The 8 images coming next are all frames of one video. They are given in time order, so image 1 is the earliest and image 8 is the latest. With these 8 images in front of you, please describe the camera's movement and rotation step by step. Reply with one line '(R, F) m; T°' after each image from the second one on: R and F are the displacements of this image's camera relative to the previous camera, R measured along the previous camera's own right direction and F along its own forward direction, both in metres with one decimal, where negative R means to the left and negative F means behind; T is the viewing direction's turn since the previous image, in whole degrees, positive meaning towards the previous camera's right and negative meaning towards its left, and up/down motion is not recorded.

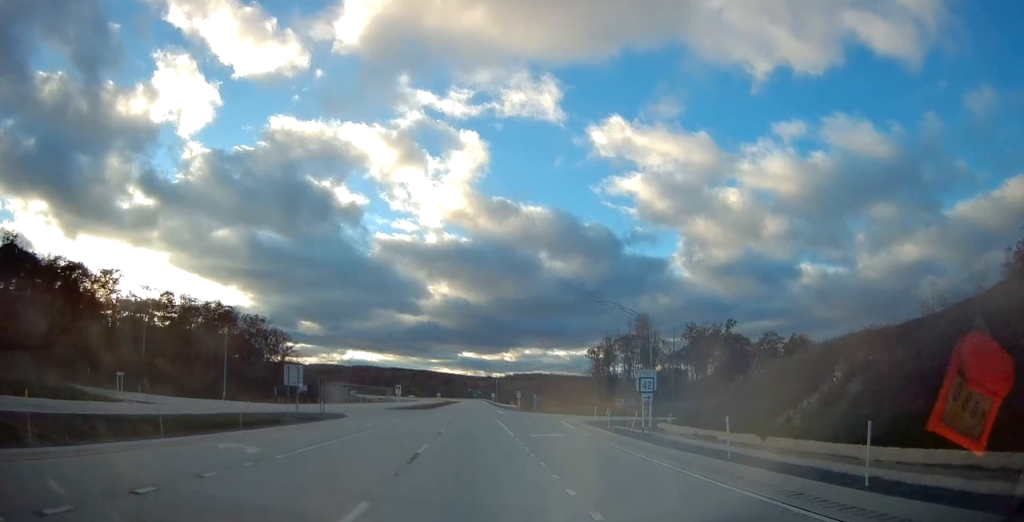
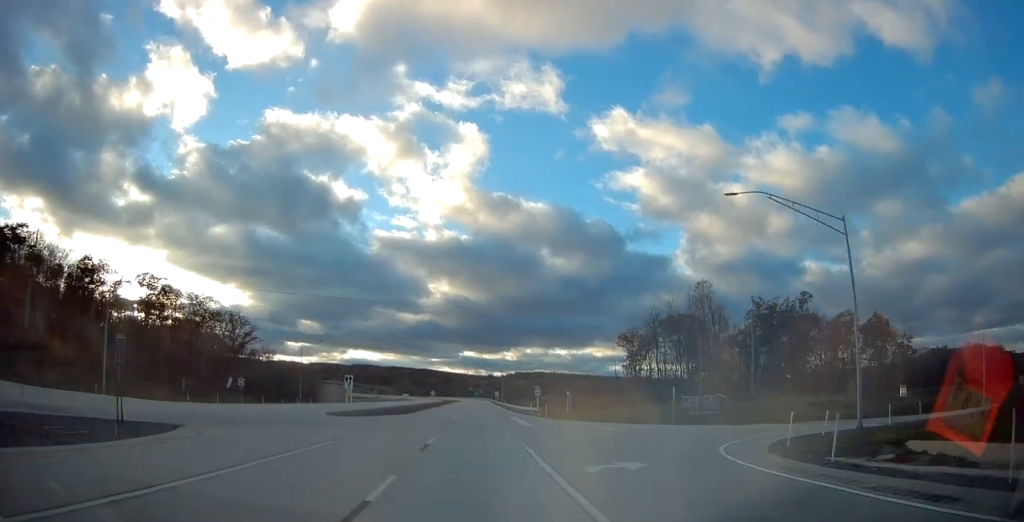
(0.0, +33.2) m; 0°
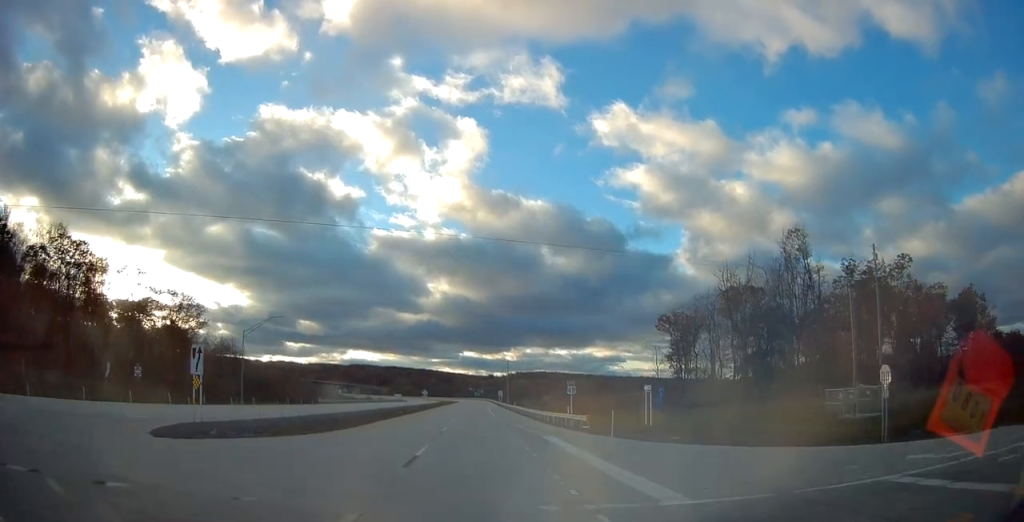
(-0.1, +28.3) m; 0°
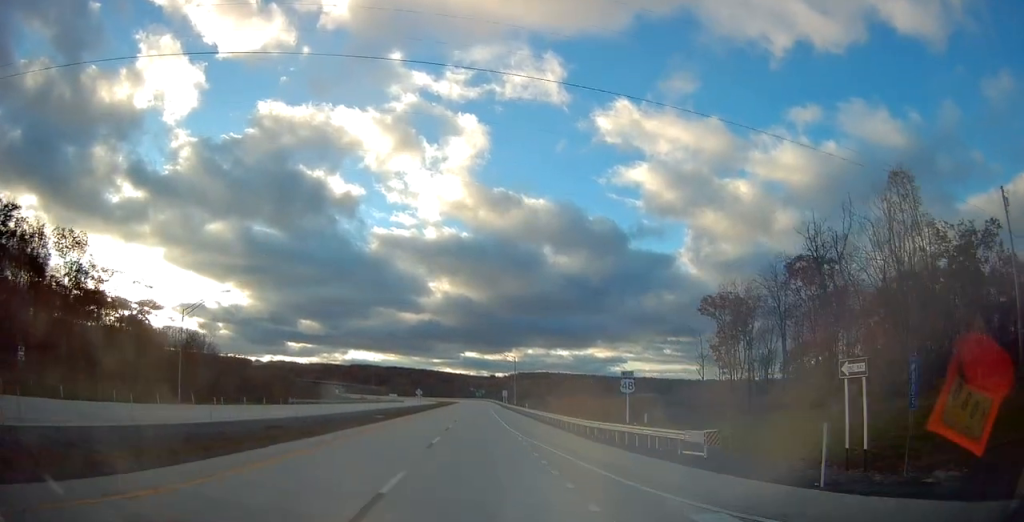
(0.0, +18.9) m; 0°
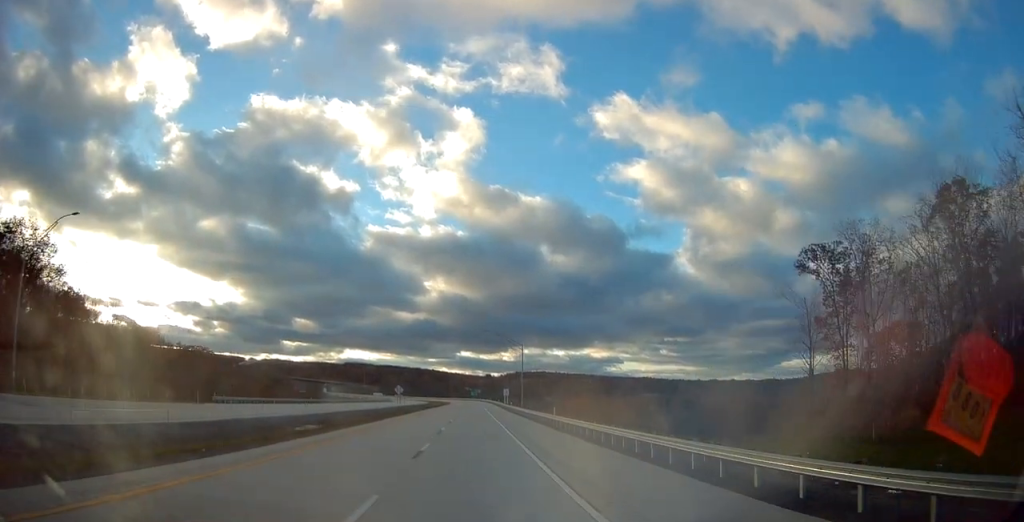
(0.0, +27.4) m; 0°
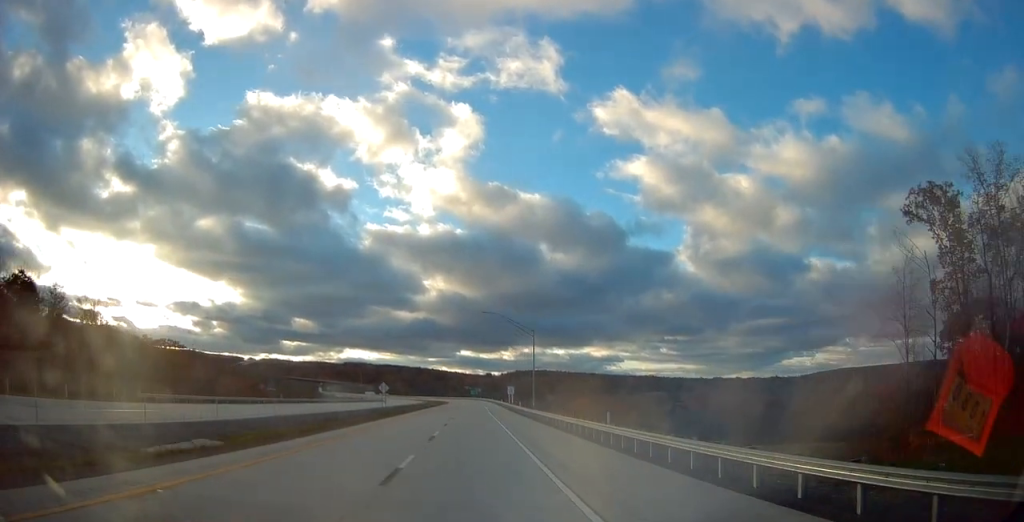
(+0.1, +17.1) m; 0°
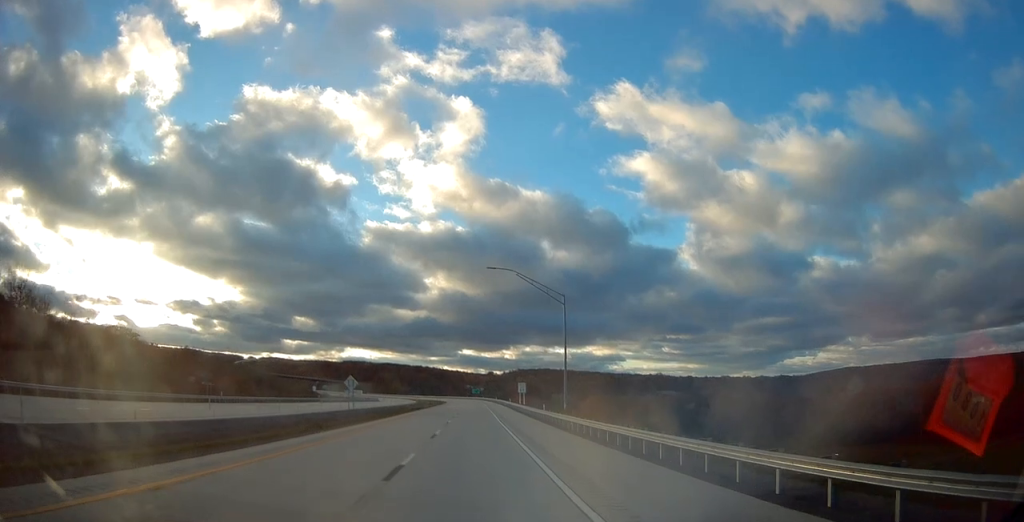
(-0.1, +23.9) m; 0°
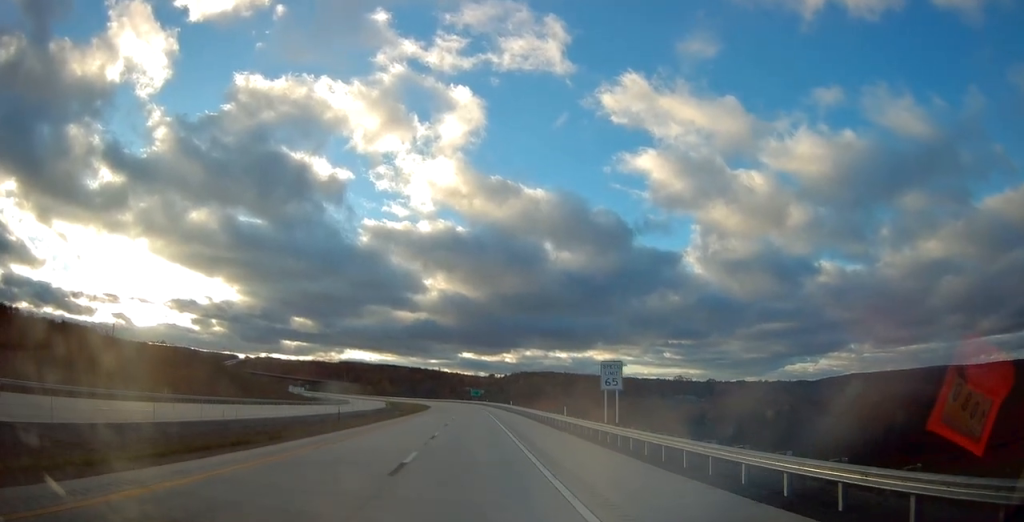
(+0.1, +59.4) m; 0°
